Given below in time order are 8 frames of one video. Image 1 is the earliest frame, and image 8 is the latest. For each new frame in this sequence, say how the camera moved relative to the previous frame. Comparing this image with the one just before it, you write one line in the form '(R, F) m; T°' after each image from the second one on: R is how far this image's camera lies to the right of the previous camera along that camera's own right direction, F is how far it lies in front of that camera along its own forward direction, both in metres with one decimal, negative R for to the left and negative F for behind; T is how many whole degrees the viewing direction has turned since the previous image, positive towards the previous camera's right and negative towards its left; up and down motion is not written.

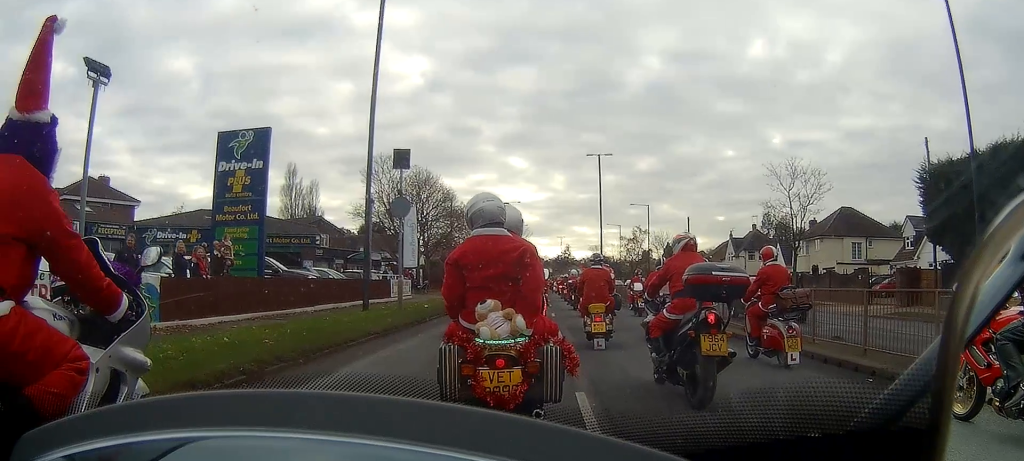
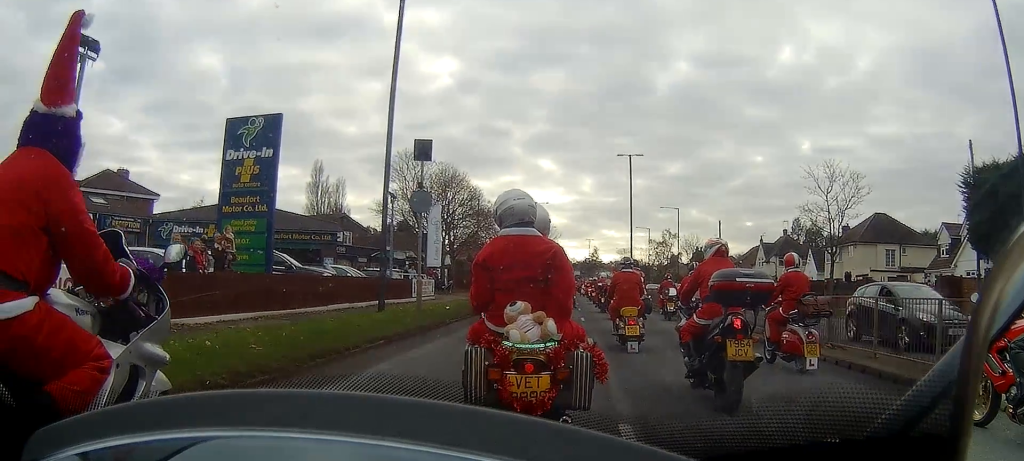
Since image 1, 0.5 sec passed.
(0.0, +1.3) m; +1°
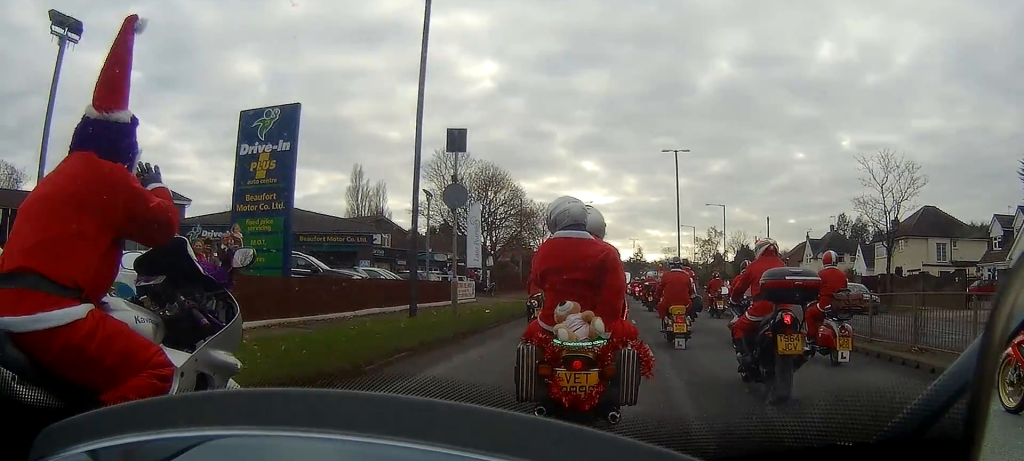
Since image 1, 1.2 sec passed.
(0.0, +1.6) m; -3°
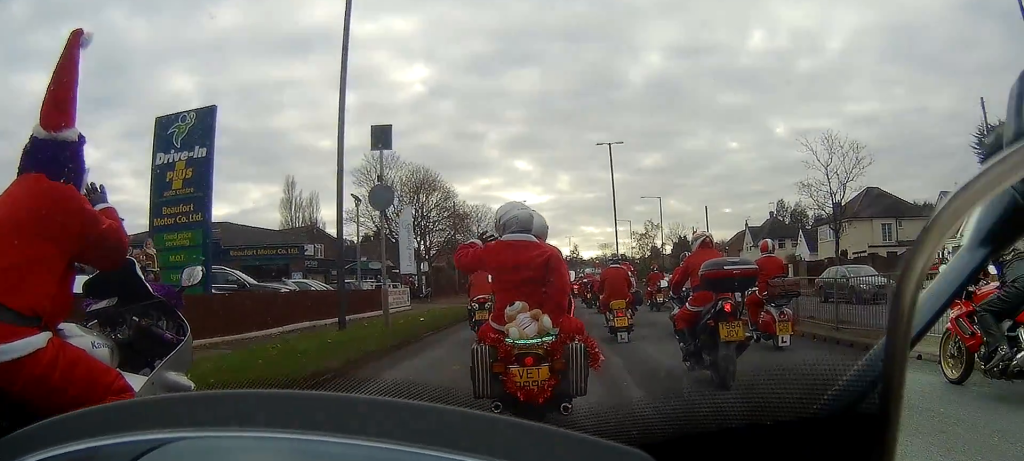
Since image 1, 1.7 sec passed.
(0.0, +0.9) m; 0°
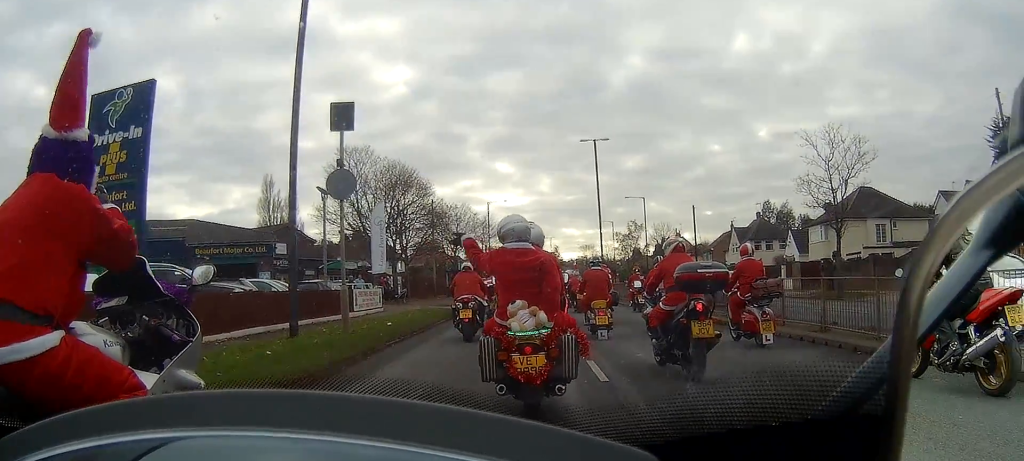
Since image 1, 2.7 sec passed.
(-0.1, +1.9) m; +3°
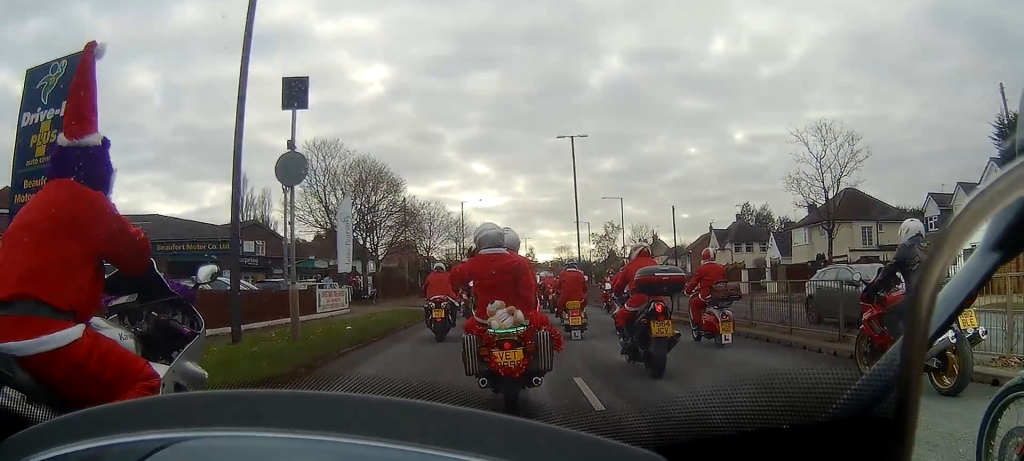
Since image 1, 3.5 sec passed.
(+0.1, +1.5) m; +5°
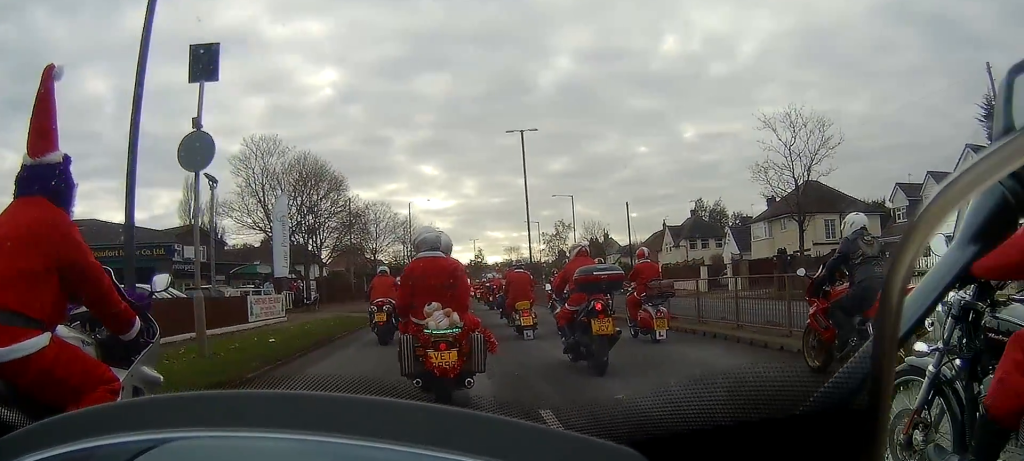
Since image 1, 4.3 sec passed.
(0.0, +1.9) m; 0°
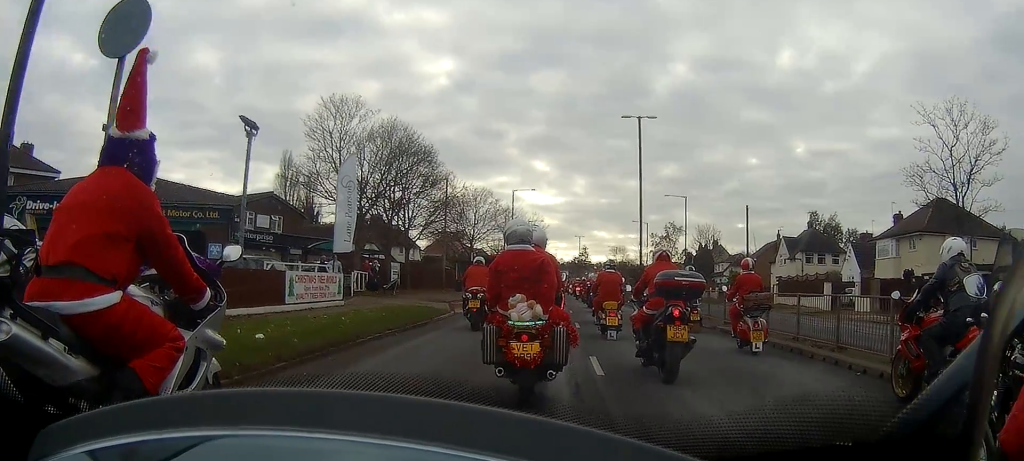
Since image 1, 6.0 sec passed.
(-0.2, +4.3) m; -9°
